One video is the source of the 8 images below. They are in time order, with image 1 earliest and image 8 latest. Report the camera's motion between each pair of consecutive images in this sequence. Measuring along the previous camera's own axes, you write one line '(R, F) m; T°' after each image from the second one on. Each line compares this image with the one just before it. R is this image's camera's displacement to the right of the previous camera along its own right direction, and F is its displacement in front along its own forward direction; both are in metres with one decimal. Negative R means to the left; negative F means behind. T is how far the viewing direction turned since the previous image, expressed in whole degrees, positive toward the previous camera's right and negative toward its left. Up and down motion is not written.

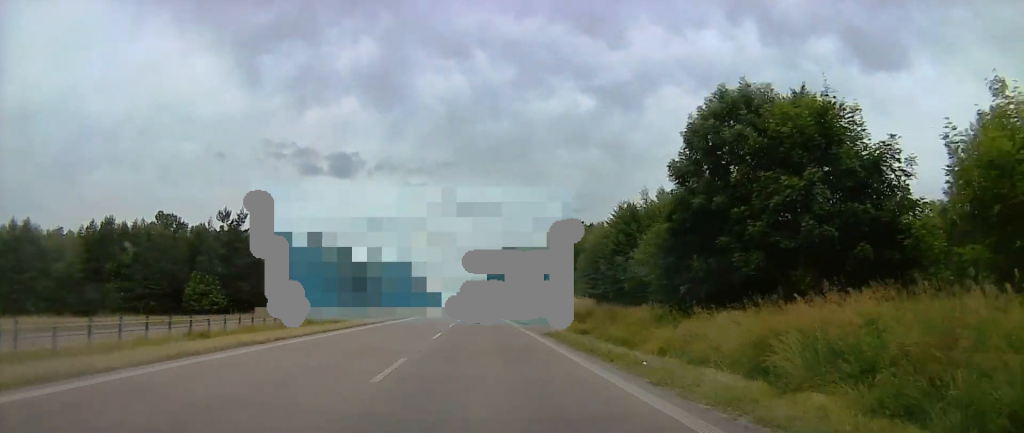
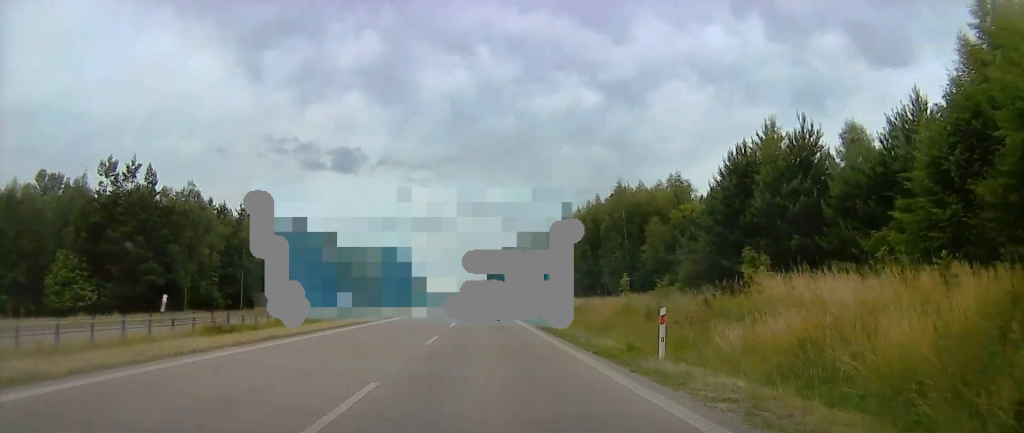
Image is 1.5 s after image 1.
(+0.3, +40.3) m; +1°
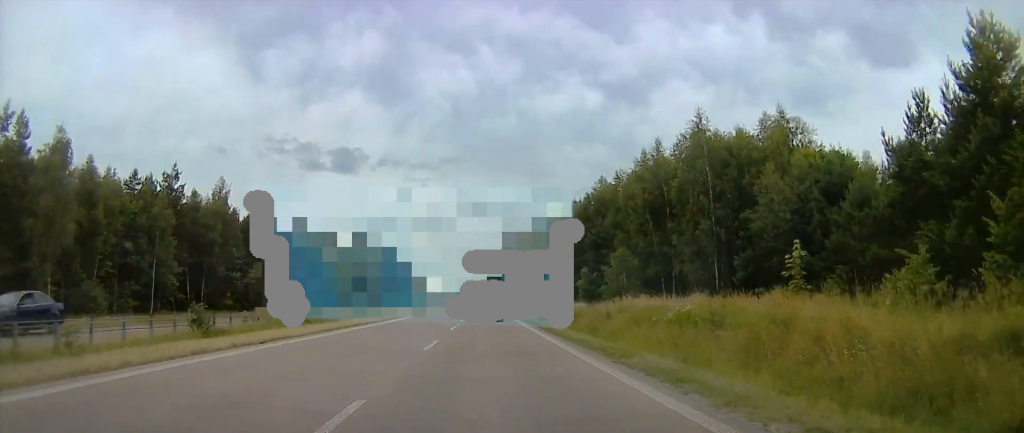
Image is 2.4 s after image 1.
(+0.3, +24.9) m; +1°
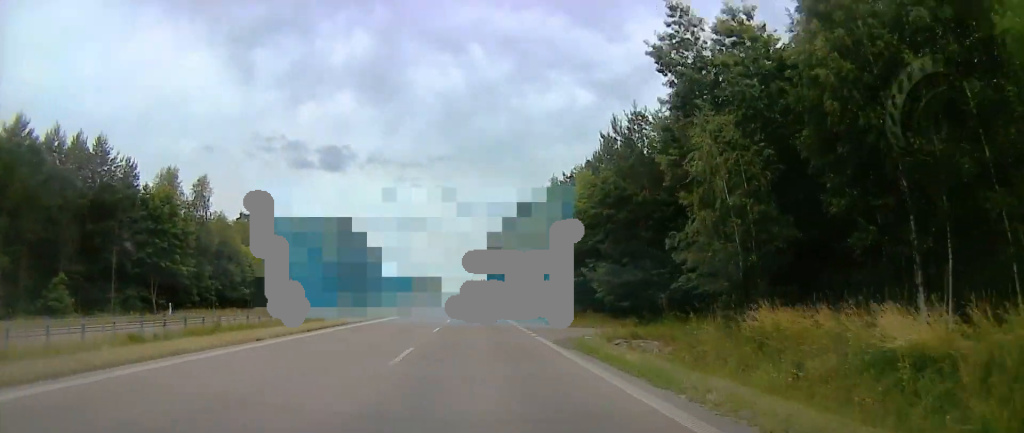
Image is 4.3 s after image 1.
(-0.4, +52.1) m; -1°
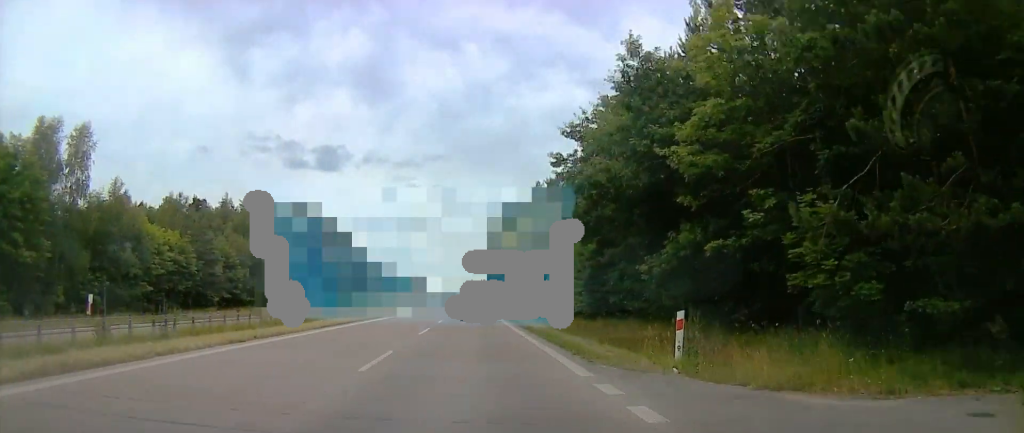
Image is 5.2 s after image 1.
(0.0, +23.9) m; +1°
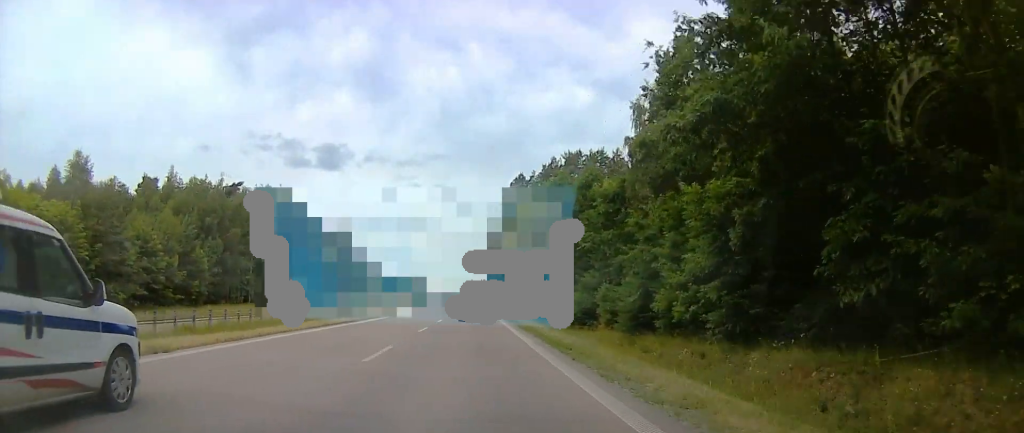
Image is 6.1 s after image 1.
(+0.2, +21.9) m; 0°
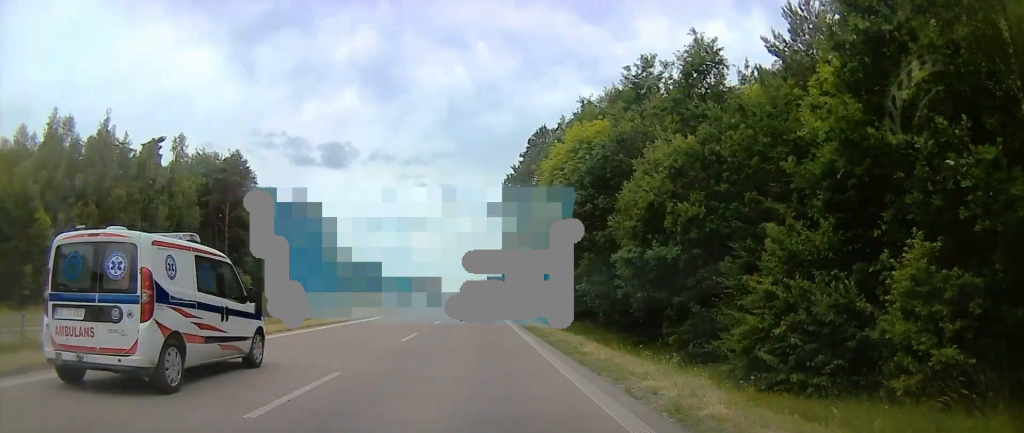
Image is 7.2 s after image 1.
(-0.2, +27.2) m; -2°
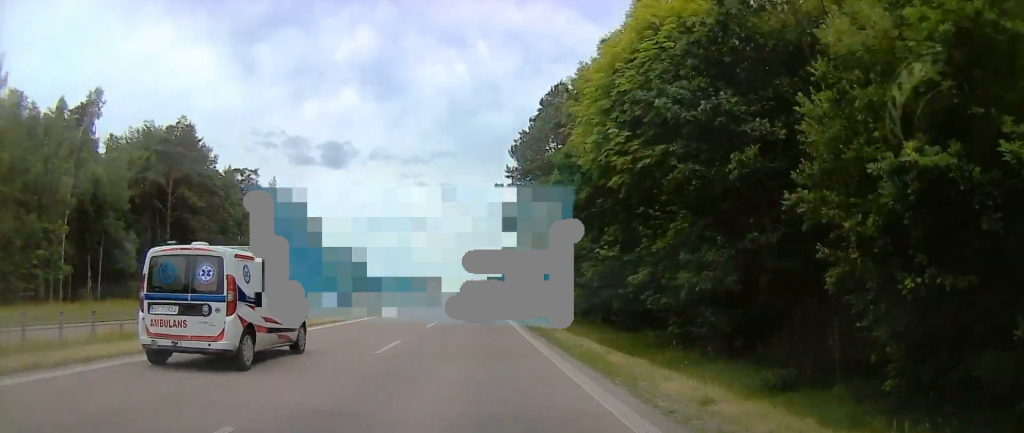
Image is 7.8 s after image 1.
(-0.2, +13.9) m; -1°
